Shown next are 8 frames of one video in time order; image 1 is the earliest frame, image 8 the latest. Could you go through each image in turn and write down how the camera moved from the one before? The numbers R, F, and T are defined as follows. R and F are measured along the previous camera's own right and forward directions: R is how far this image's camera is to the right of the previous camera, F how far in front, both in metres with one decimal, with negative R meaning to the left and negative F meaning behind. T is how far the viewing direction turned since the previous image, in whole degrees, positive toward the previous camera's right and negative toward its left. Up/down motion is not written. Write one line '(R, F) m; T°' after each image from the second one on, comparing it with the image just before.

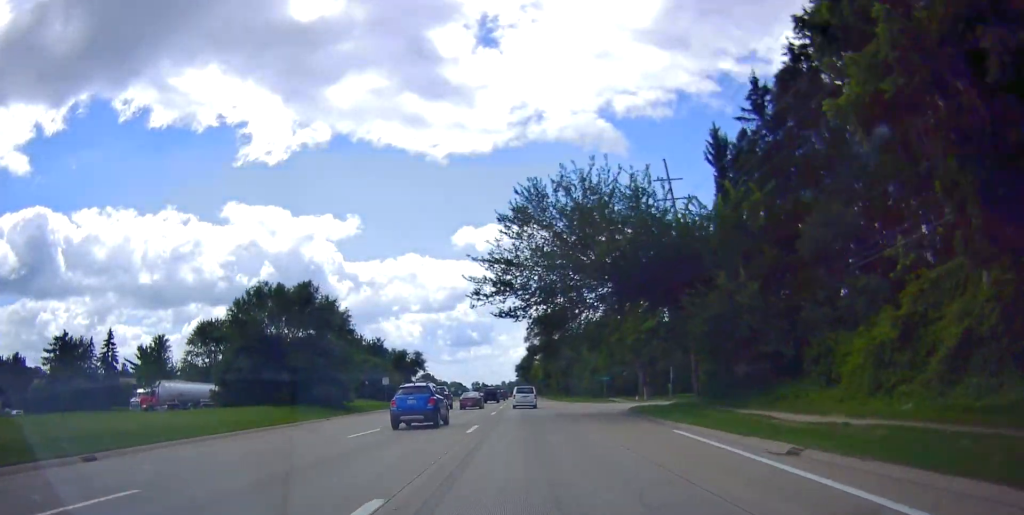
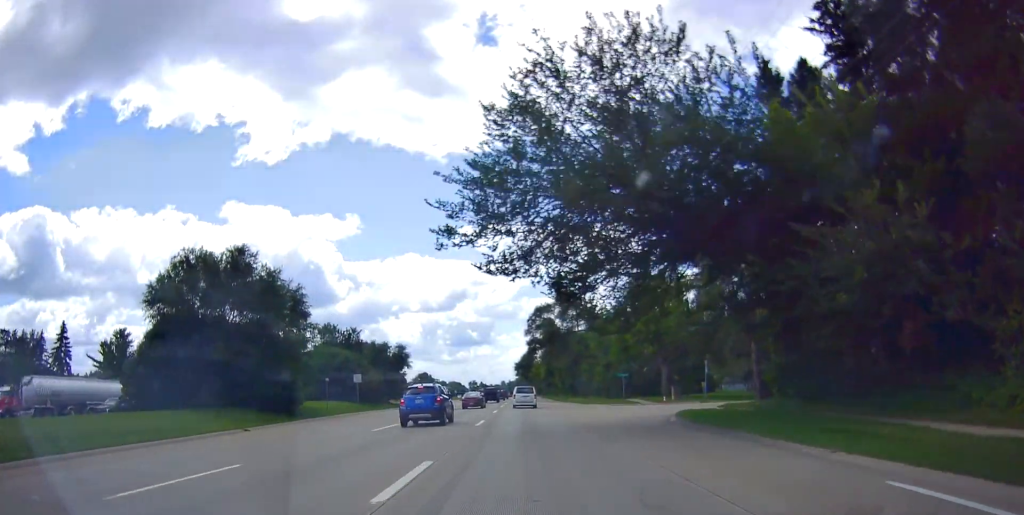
(+0.2, +11.8) m; 0°
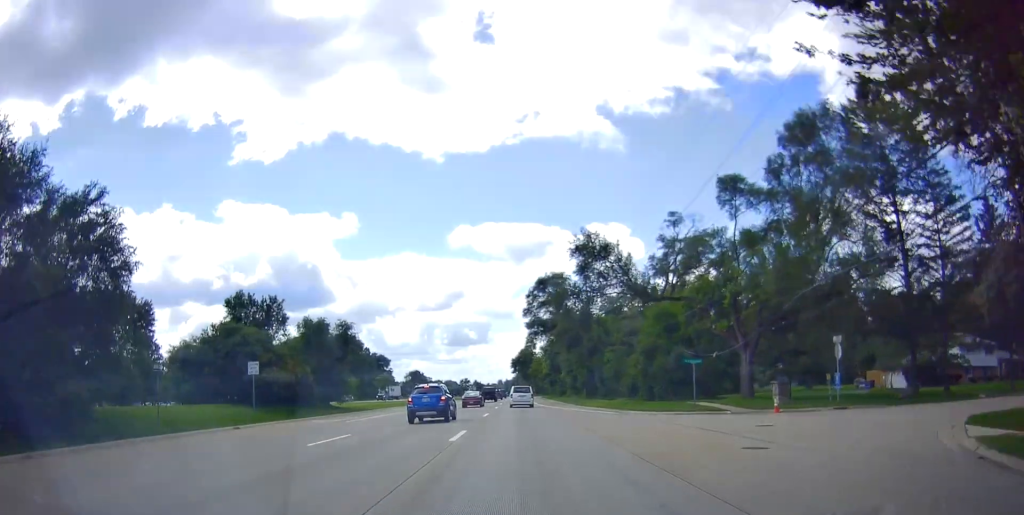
(-0.1, +22.1) m; 0°
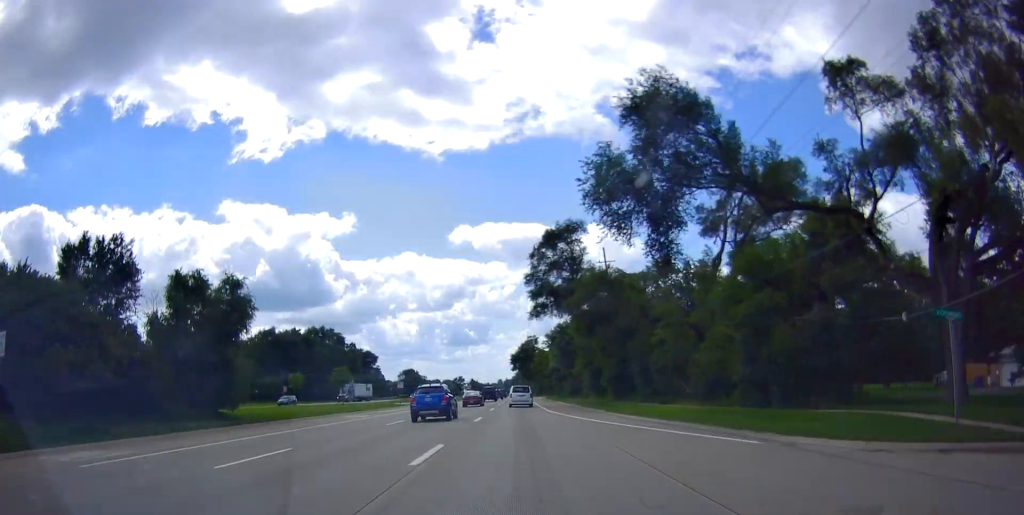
(+0.1, +20.1) m; -1°
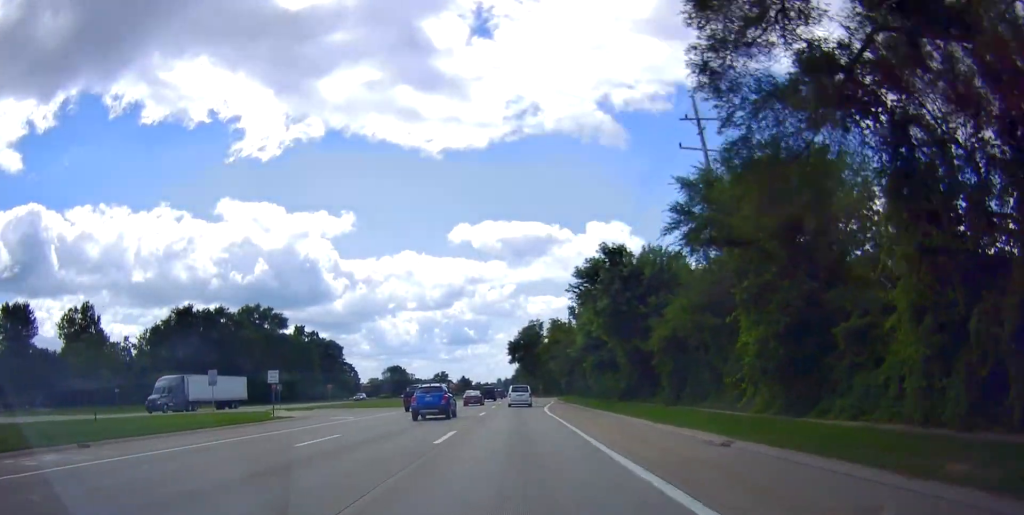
(-0.5, +40.1) m; 0°
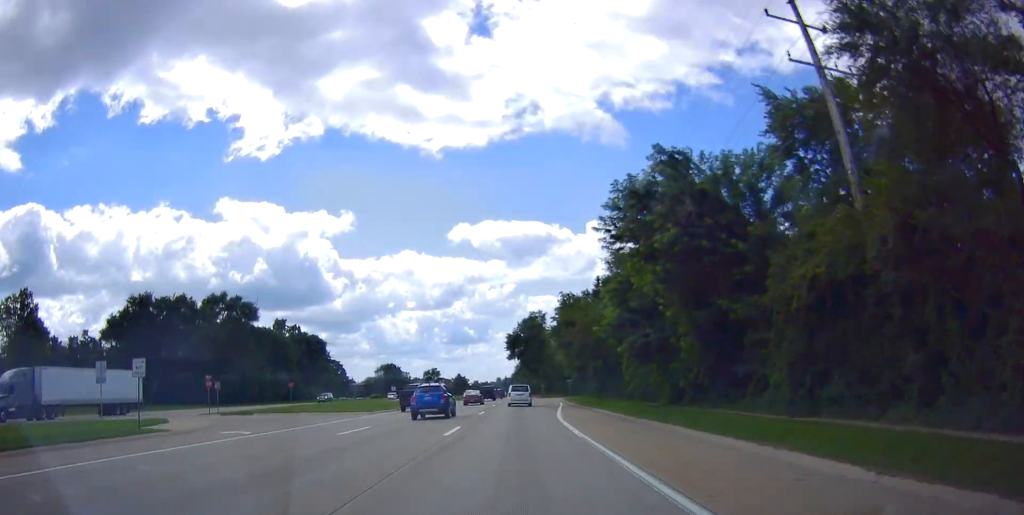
(+0.4, +14.5) m; +1°
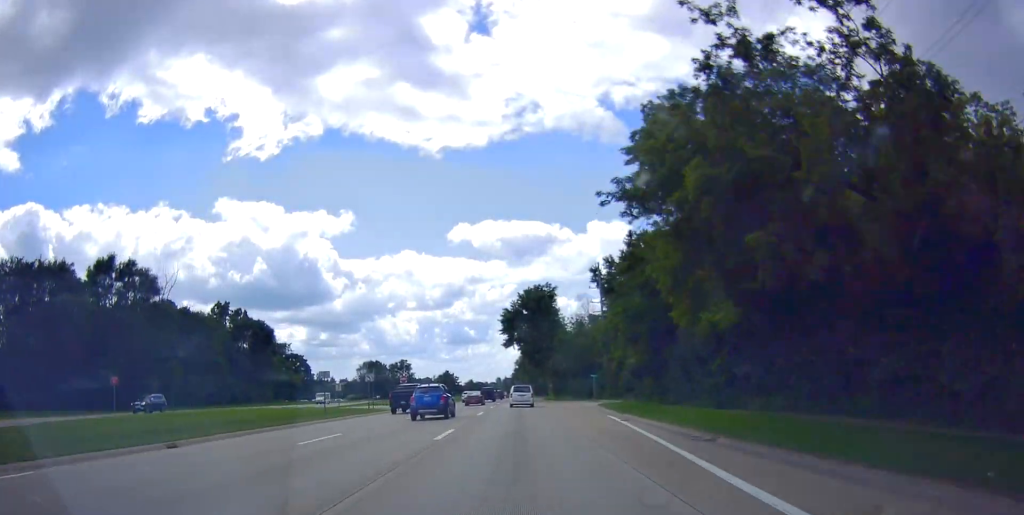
(-0.2, +33.7) m; 0°
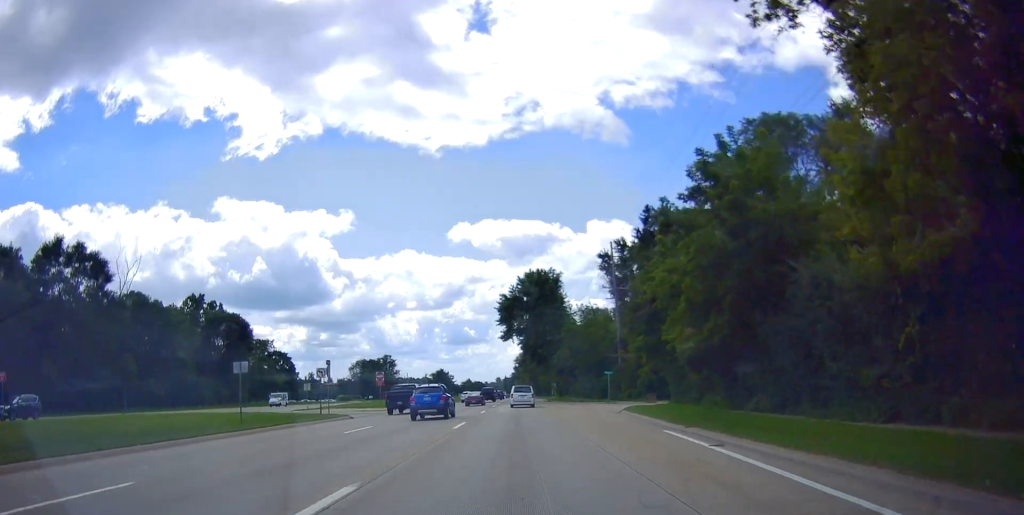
(+0.1, +11.6) m; 0°
